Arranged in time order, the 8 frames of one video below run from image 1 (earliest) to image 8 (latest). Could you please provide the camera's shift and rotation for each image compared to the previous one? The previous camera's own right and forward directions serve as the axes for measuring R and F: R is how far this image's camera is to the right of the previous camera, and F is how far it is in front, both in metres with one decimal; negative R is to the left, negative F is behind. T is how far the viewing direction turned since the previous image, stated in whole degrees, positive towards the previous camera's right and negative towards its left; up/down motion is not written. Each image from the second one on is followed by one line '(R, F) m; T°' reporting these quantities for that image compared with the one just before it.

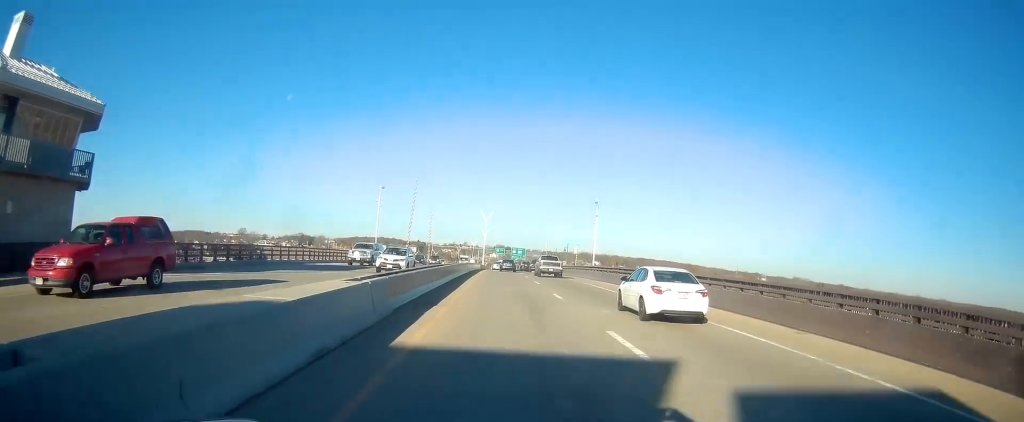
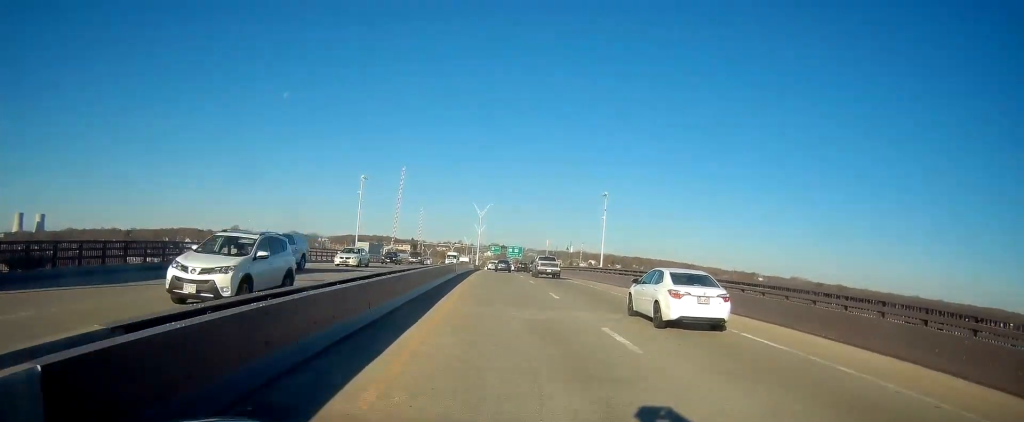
(0.0, +11.3) m; 0°
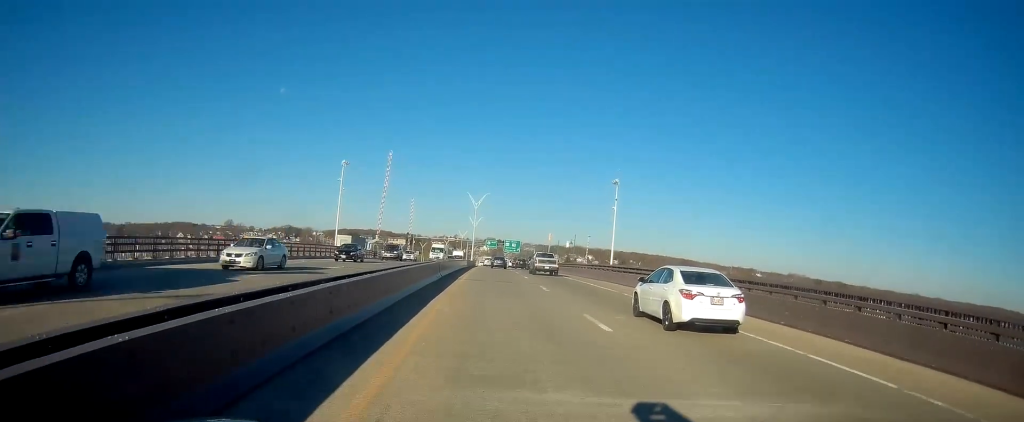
(-0.3, +9.9) m; 0°
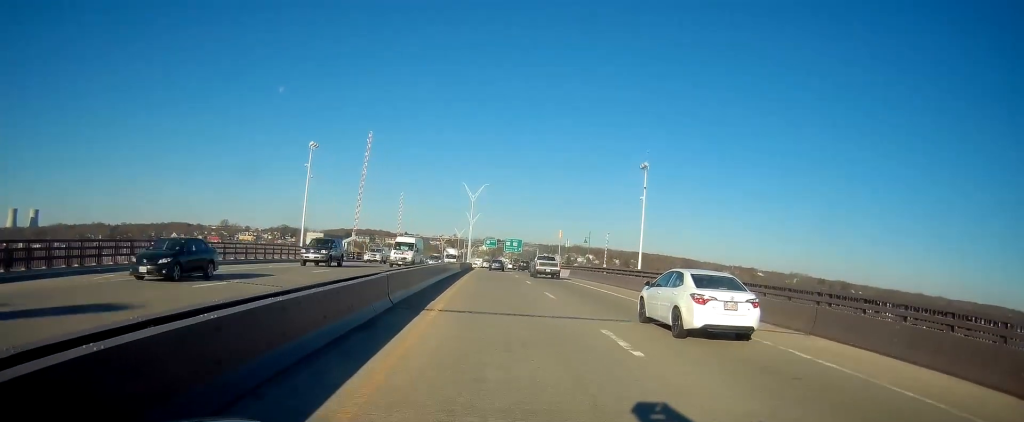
(+0.3, +15.1) m; +1°
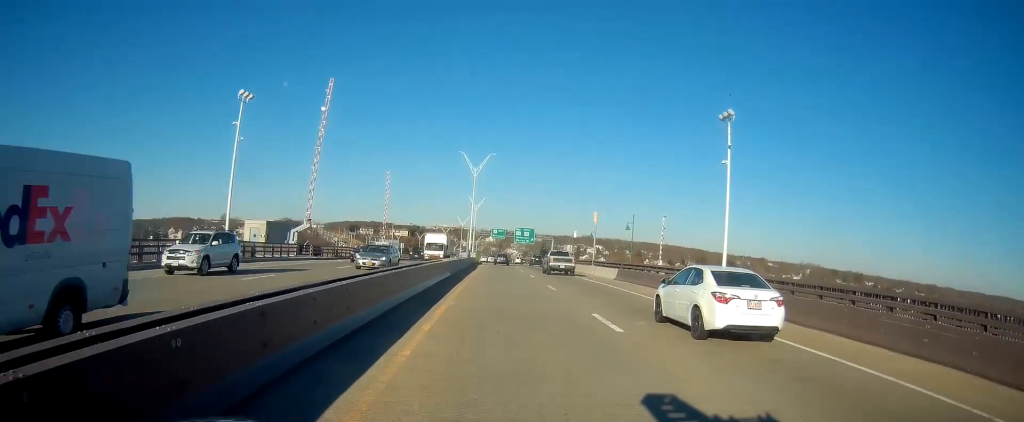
(+0.2, +22.1) m; 0°
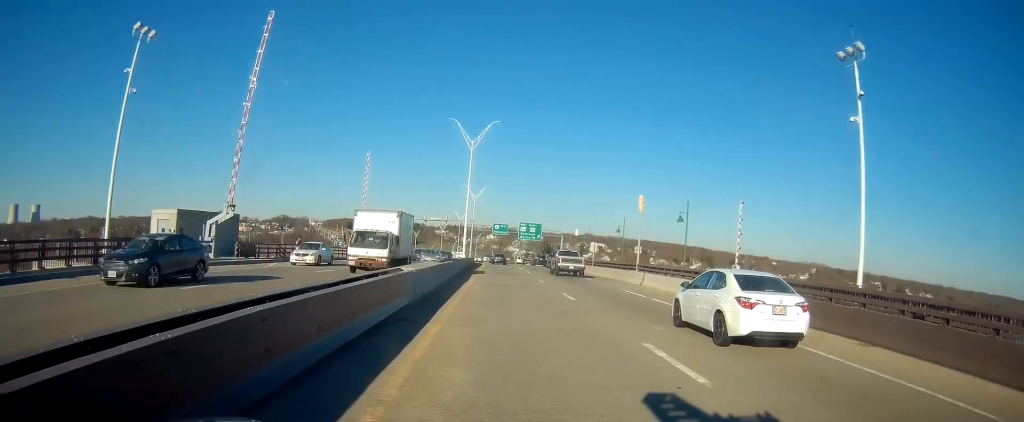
(-0.3, +17.1) m; -1°
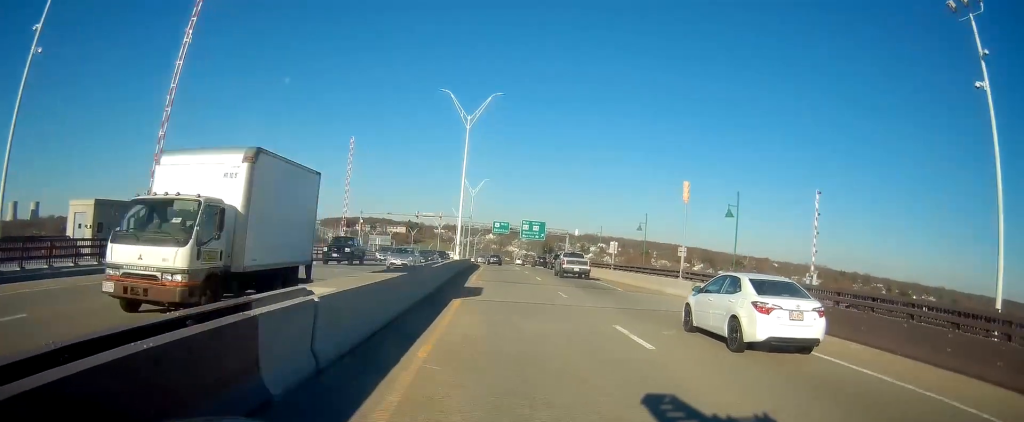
(+0.1, +9.7) m; 0°
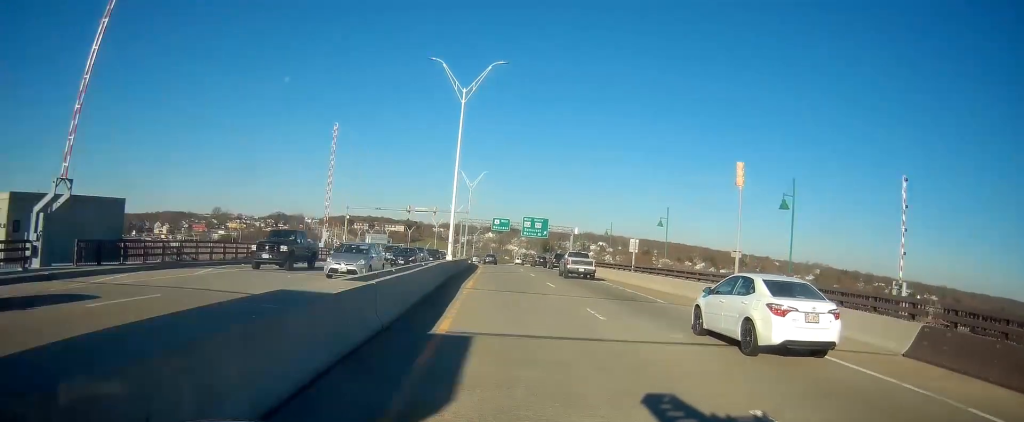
(+0.3, +7.3) m; 0°
